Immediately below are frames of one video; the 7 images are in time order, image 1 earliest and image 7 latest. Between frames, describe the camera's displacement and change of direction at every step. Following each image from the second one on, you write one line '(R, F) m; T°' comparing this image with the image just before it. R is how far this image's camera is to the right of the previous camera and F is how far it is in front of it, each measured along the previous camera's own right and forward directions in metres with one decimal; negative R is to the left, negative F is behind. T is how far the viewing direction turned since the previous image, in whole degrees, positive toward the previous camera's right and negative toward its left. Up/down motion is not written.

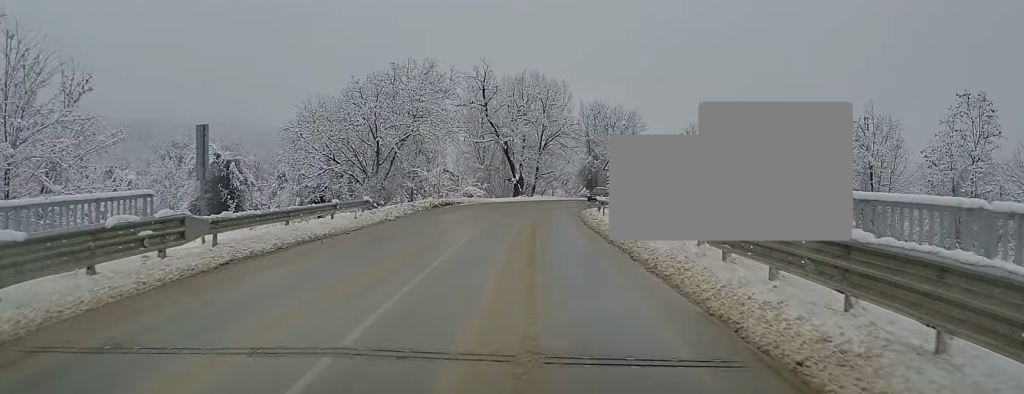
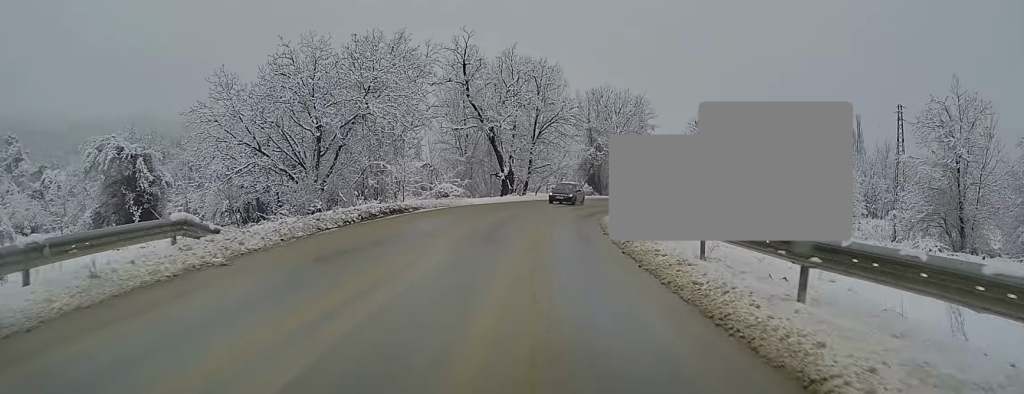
(+0.2, +13.5) m; 0°
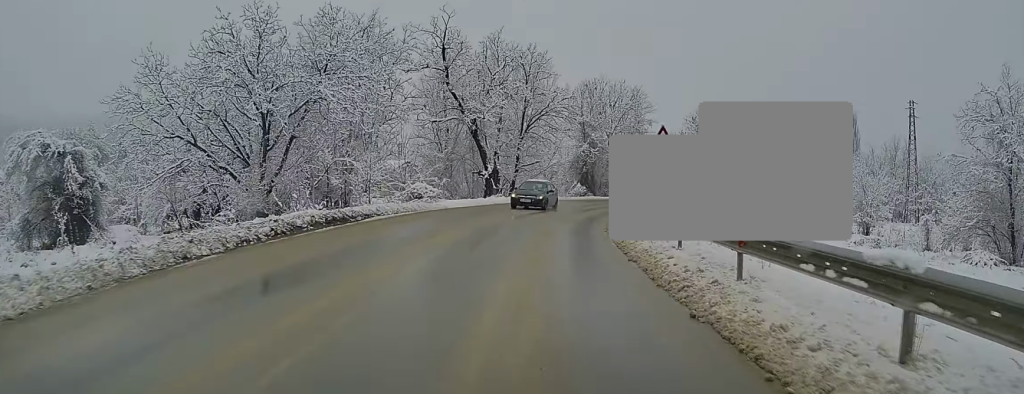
(-0.1, +6.6) m; 0°
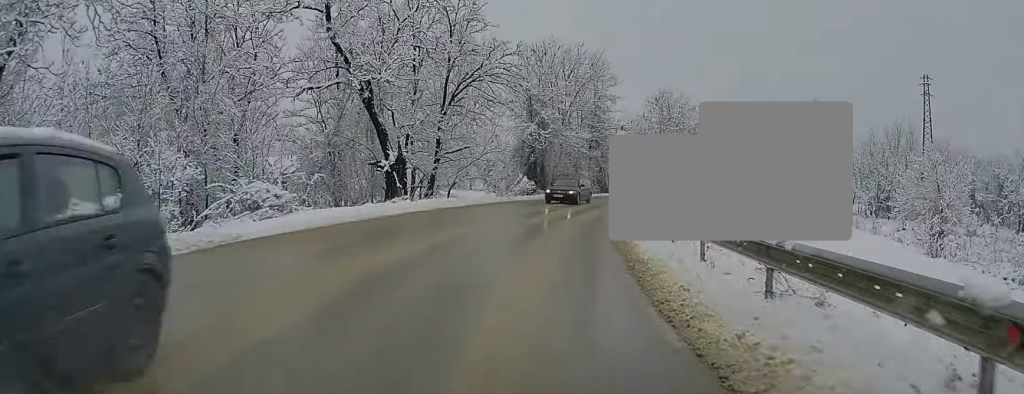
(0.0, +17.9) m; +2°
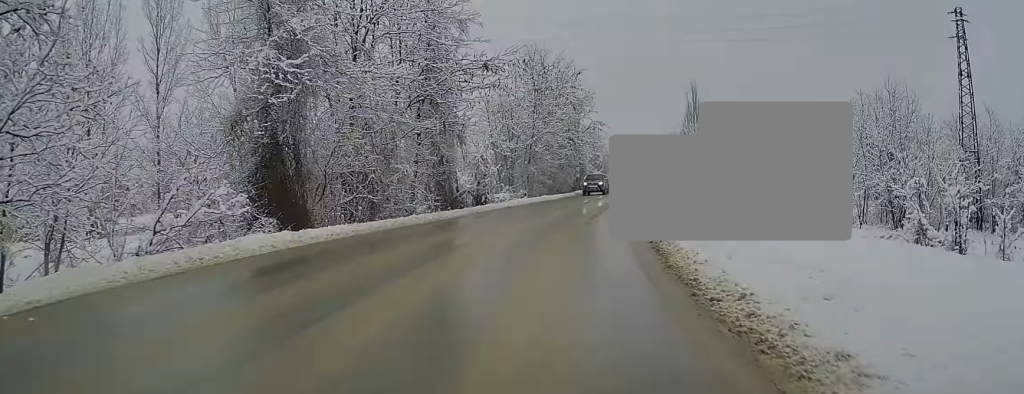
(+2.8, +31.6) m; +12°
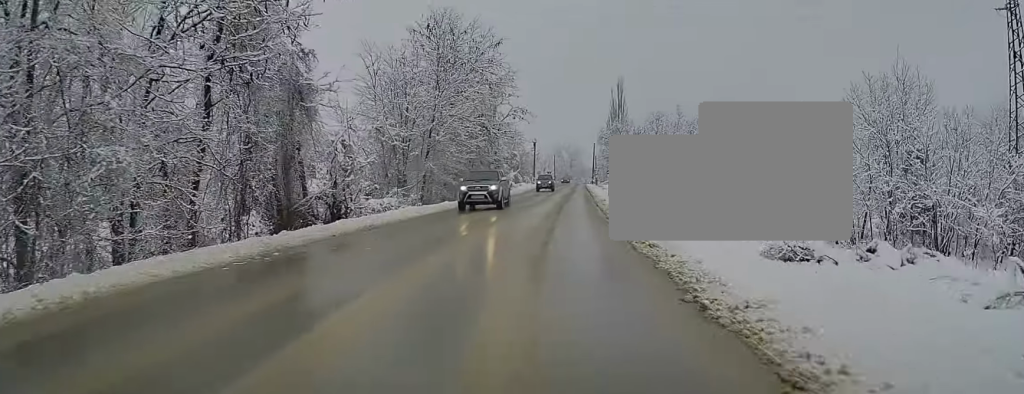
(+0.6, +14.3) m; +6°
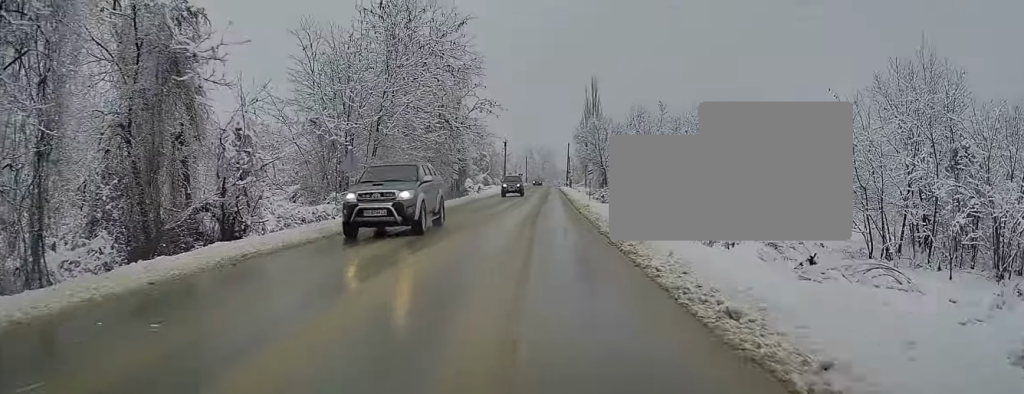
(+0.3, +7.0) m; +3°
